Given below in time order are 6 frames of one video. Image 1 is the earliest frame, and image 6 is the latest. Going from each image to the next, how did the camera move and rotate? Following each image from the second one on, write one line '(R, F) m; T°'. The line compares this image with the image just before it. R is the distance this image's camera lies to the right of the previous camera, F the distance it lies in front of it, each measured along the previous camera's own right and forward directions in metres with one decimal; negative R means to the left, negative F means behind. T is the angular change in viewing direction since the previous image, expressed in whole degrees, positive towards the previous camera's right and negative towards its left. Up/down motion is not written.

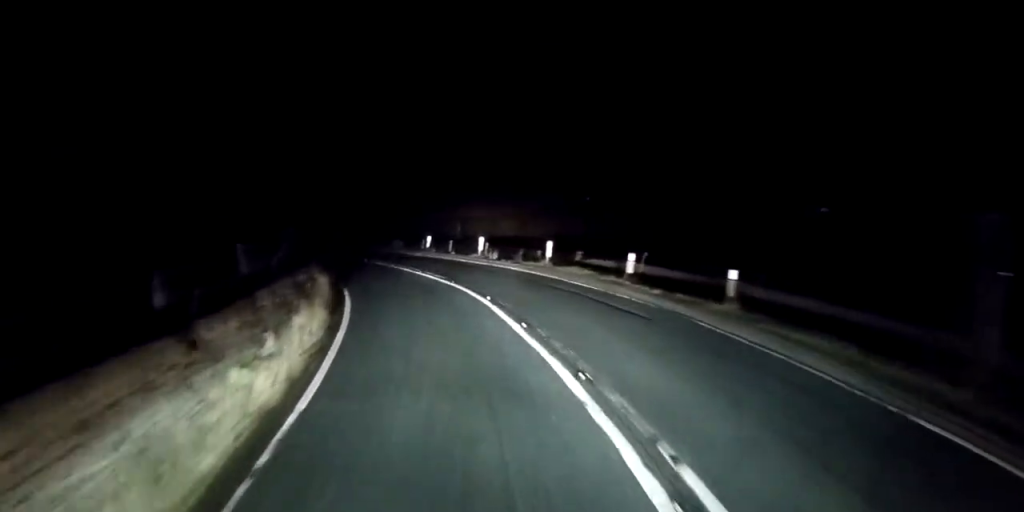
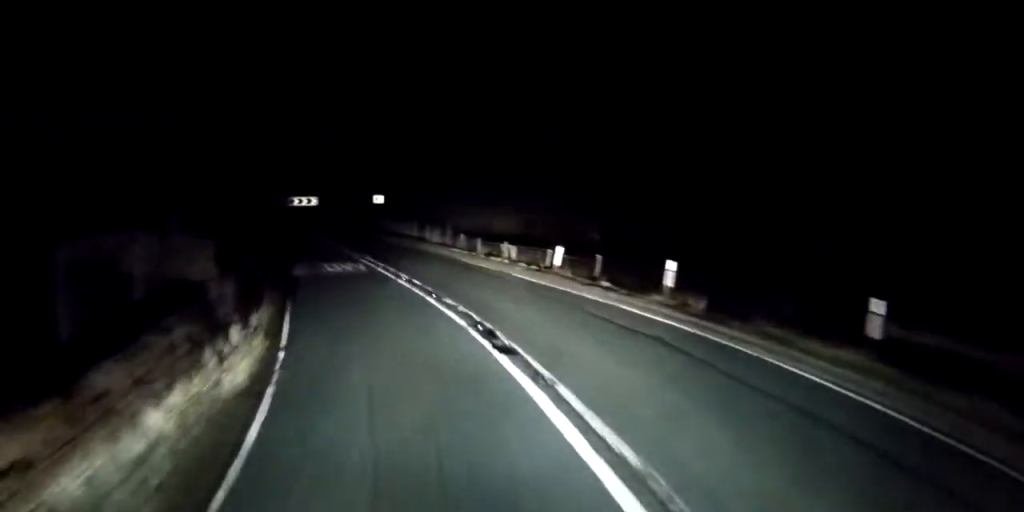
(-0.2, +15.6) m; -10°
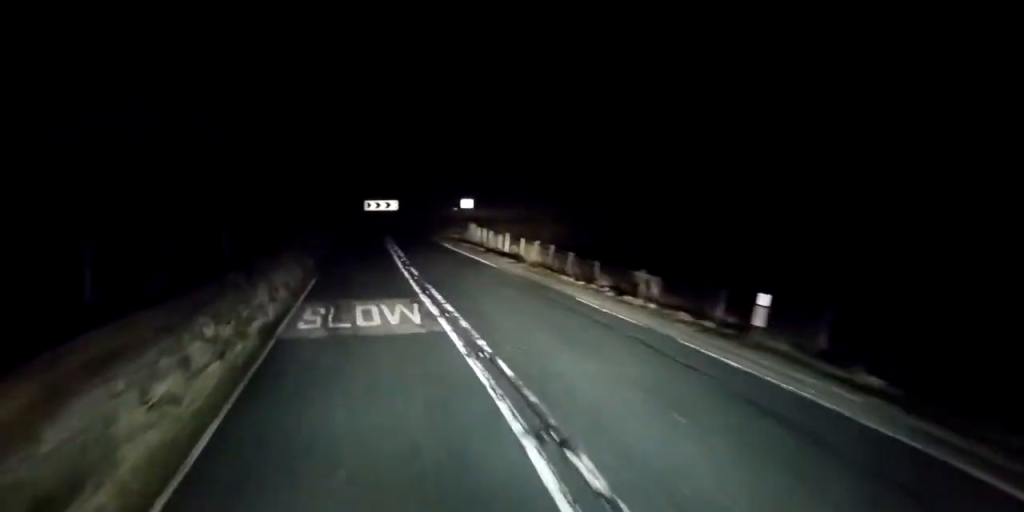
(-1.1, +9.0) m; -12°
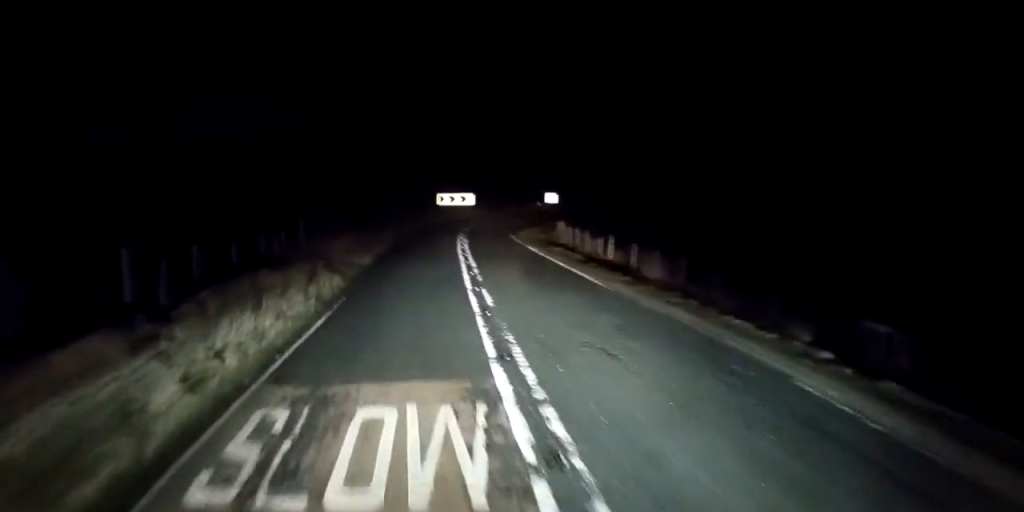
(-1.0, +8.4) m; -7°
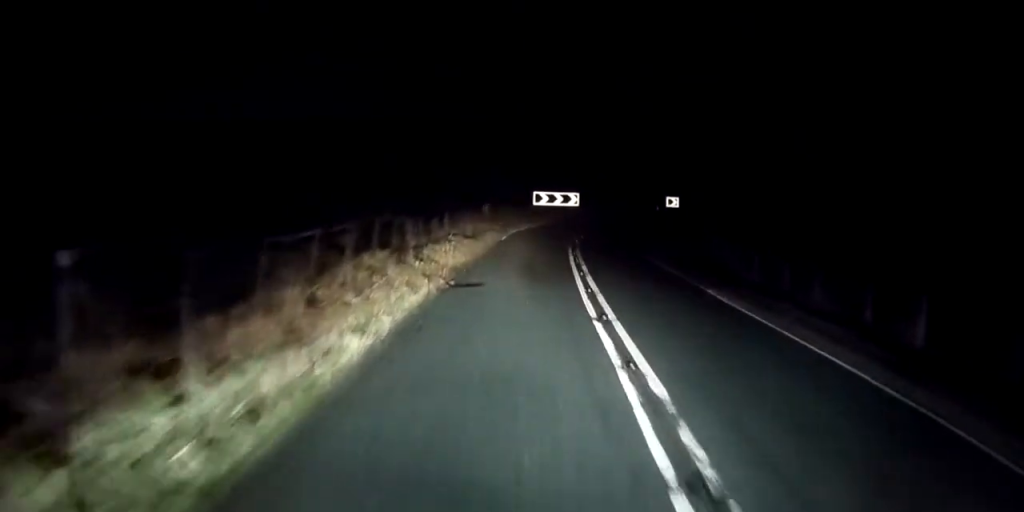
(0.0, +16.5) m; 0°
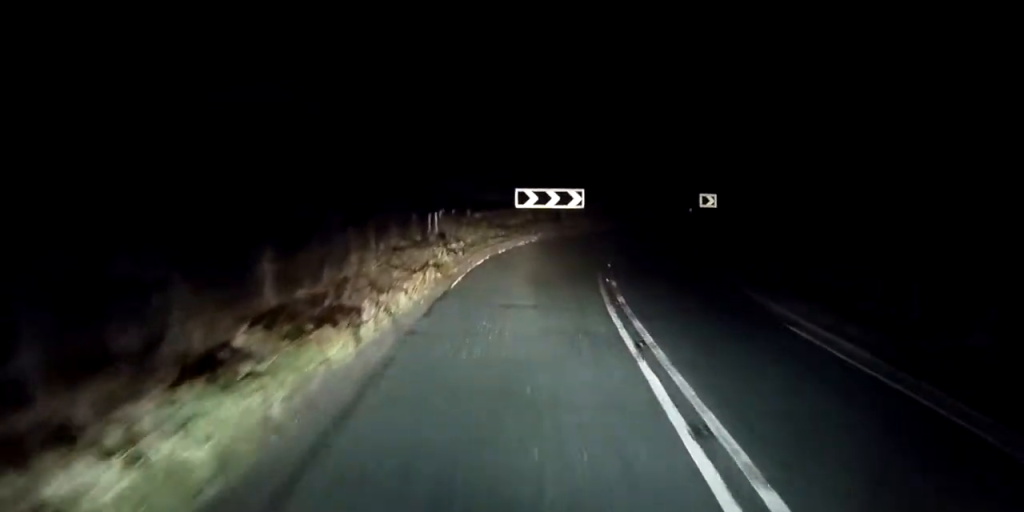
(+0.2, +18.5) m; +1°
